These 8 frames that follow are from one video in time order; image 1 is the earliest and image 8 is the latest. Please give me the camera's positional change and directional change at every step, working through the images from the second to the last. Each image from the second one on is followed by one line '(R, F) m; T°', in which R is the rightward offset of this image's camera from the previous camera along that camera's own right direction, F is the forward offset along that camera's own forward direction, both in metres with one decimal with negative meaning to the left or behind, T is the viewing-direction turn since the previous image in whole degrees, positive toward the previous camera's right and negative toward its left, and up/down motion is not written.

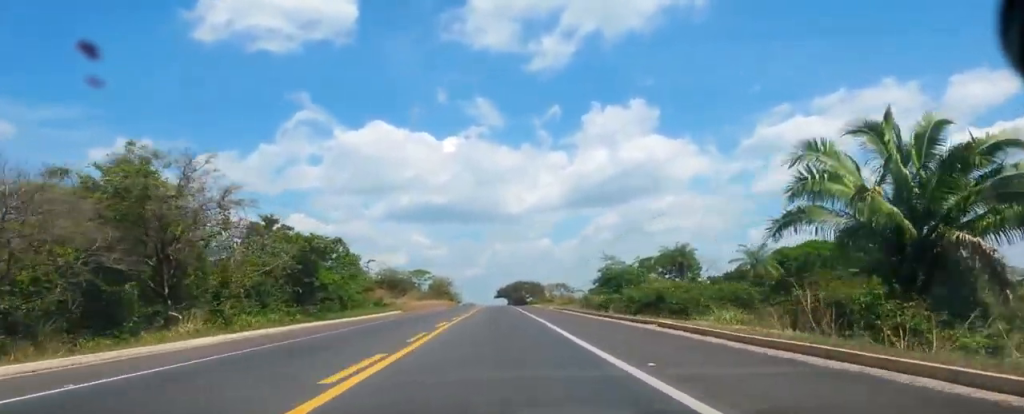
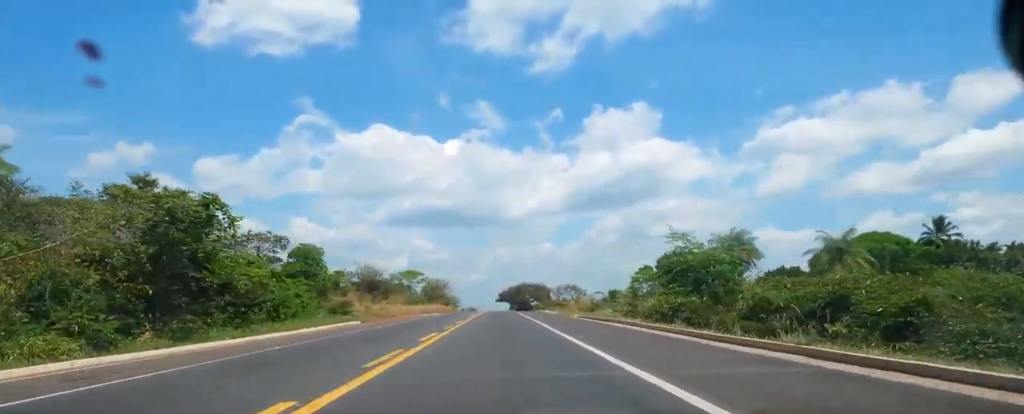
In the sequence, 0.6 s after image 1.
(-0.2, +22.3) m; 0°
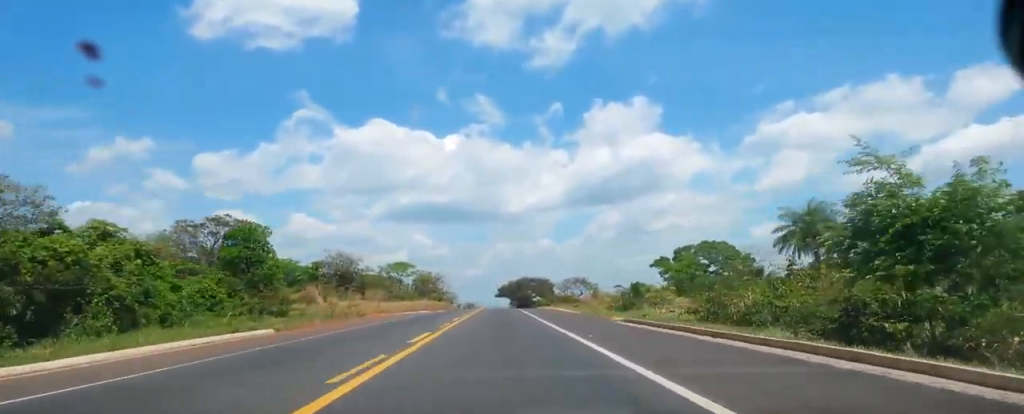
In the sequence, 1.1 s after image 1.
(+0.2, +17.3) m; 0°
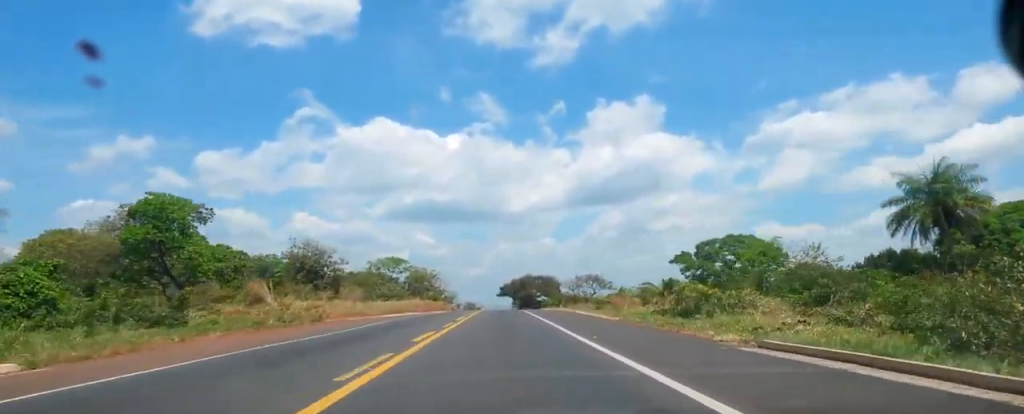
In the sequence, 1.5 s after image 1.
(+0.1, +16.1) m; 0°
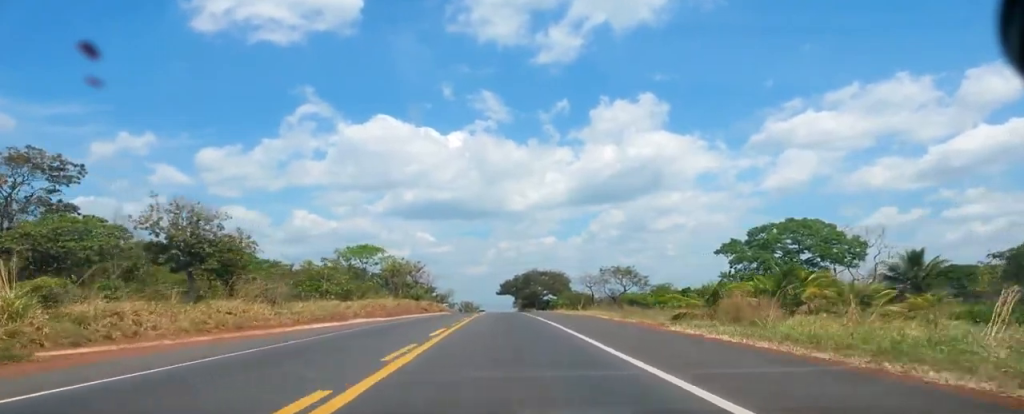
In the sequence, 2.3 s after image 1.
(+0.1, +29.5) m; 0°
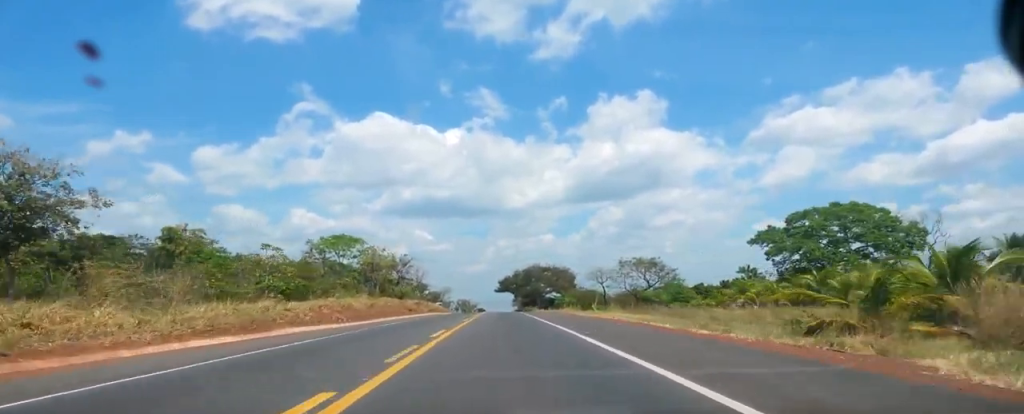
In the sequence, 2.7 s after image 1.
(0.0, +16.0) m; 0°
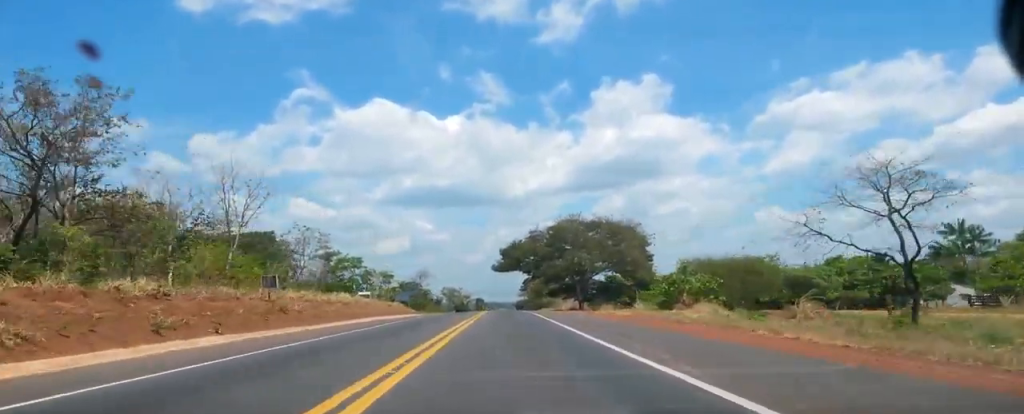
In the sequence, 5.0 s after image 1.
(-0.7, +81.8) m; 0°
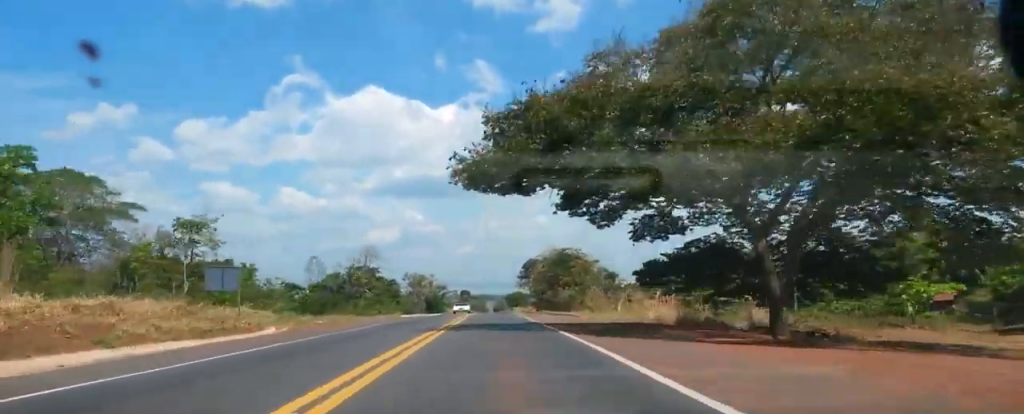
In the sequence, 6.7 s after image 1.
(+1.1, +62.7) m; +1°
